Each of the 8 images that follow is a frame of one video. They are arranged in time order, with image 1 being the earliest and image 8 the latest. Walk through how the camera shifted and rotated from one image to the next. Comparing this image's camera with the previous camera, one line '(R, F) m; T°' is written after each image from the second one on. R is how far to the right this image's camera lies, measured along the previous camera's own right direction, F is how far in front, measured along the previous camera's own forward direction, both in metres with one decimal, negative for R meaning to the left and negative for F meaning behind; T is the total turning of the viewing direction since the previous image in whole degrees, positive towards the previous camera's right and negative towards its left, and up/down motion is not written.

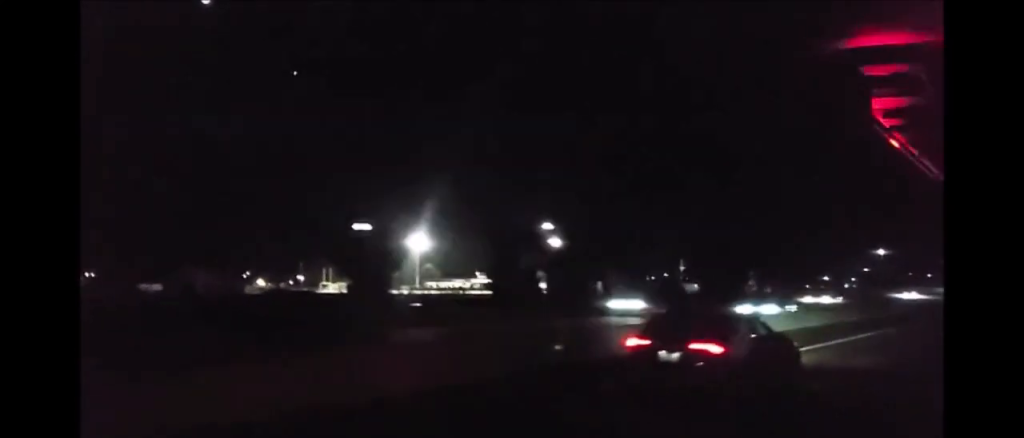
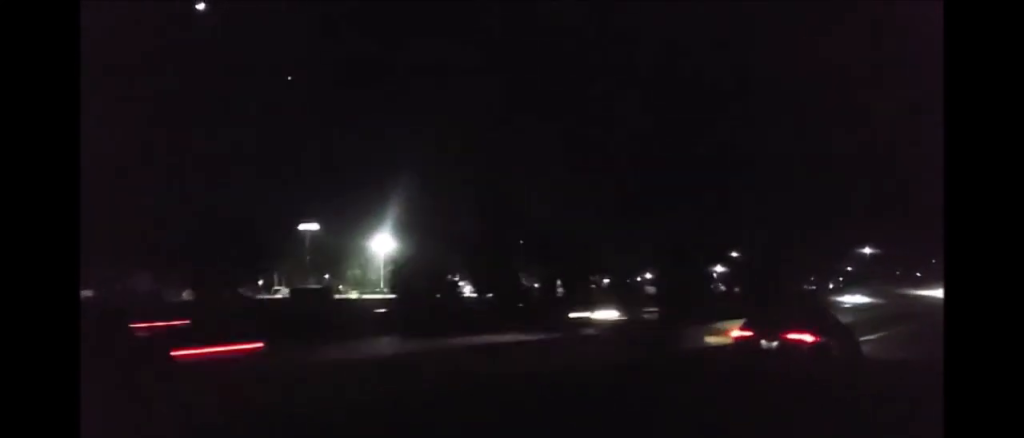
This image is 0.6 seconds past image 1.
(+0.2, +17.9) m; 0°
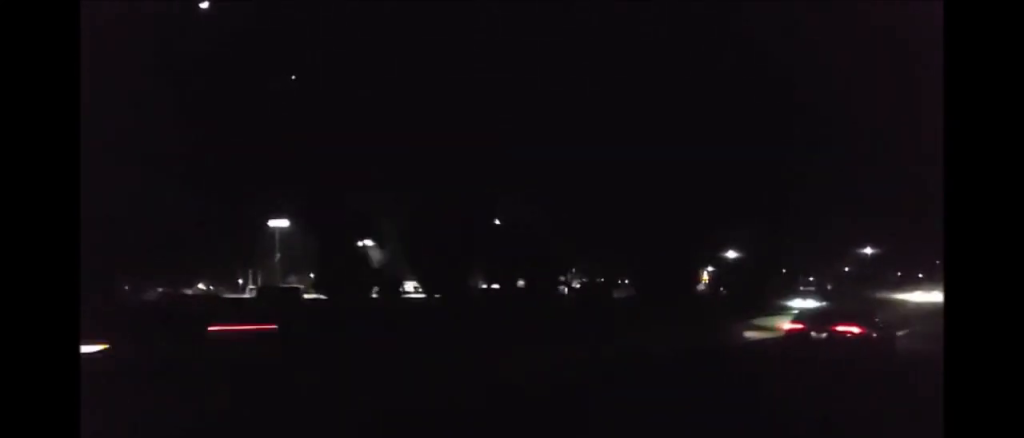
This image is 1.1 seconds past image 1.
(0.0, +12.3) m; 0°
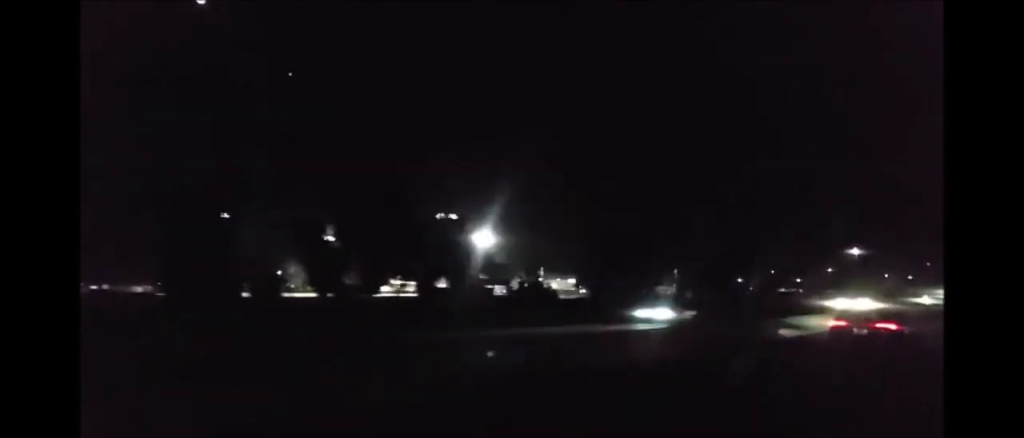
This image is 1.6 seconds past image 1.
(0.0, +16.2) m; 0°
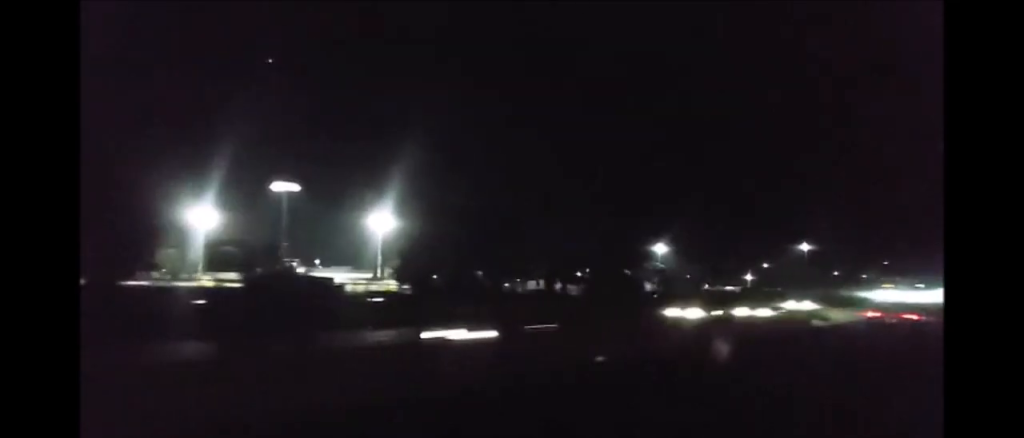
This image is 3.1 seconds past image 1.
(+0.1, +41.9) m; +1°
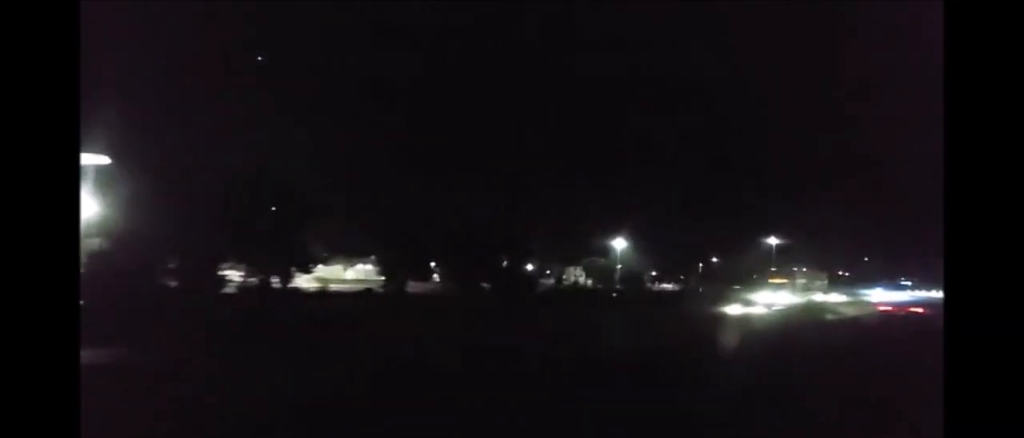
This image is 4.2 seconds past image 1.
(+0.2, +34.6) m; +1°
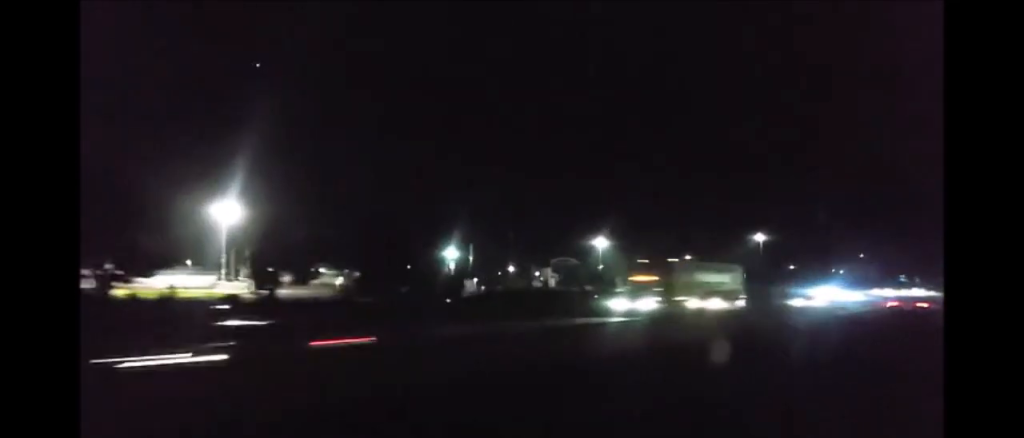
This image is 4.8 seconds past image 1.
(+0.2, +17.9) m; 0°
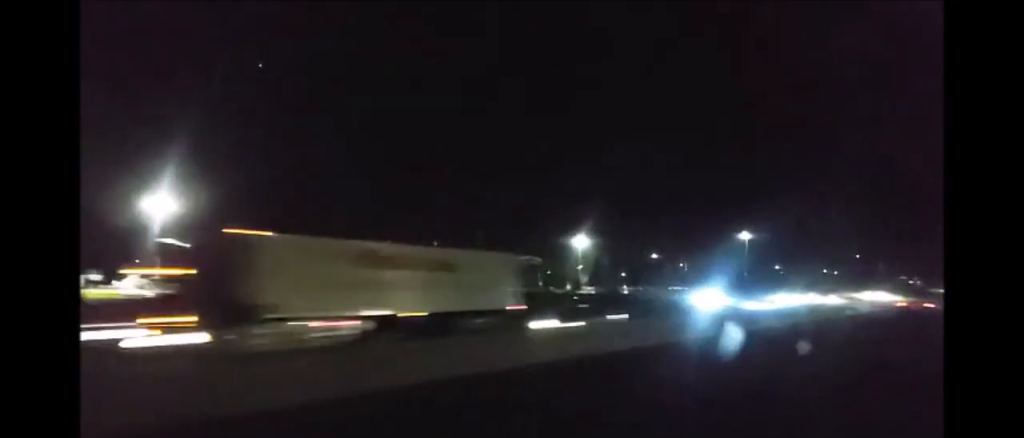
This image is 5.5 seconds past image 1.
(+0.5, +19.9) m; 0°
